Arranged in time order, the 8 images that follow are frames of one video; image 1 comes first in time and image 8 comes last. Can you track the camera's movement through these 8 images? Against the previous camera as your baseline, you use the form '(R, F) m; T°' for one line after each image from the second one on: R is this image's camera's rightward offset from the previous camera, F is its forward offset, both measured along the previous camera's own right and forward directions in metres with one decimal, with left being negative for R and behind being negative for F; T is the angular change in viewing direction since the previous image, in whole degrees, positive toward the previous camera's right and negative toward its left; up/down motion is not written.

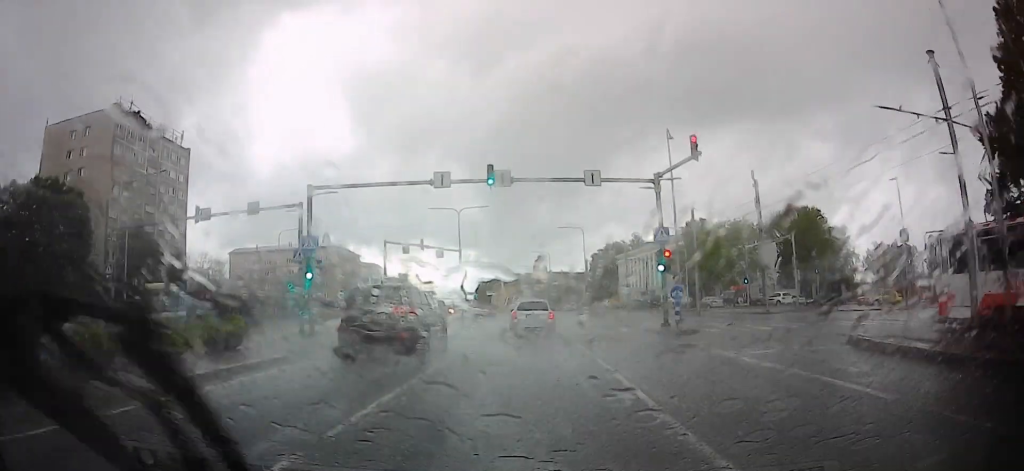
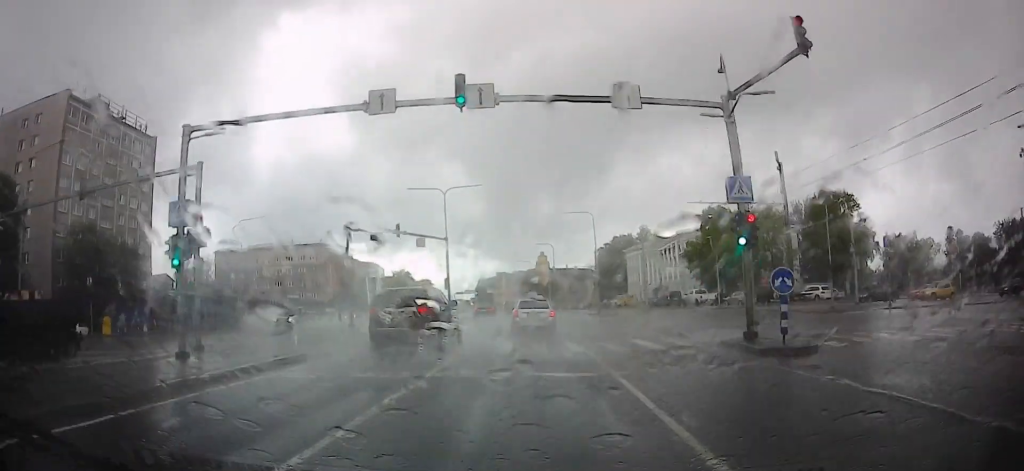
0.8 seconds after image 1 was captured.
(0.0, +9.6) m; 0°
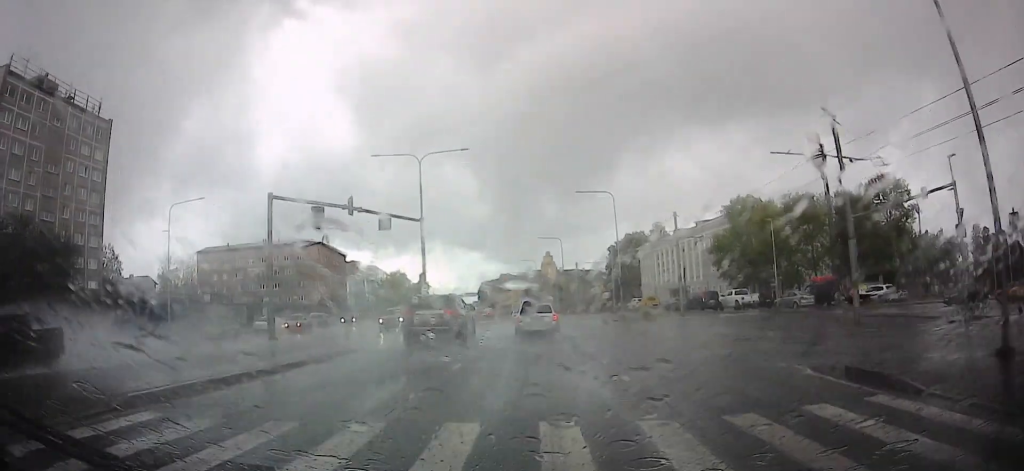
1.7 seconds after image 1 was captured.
(0.0, +11.7) m; 0°
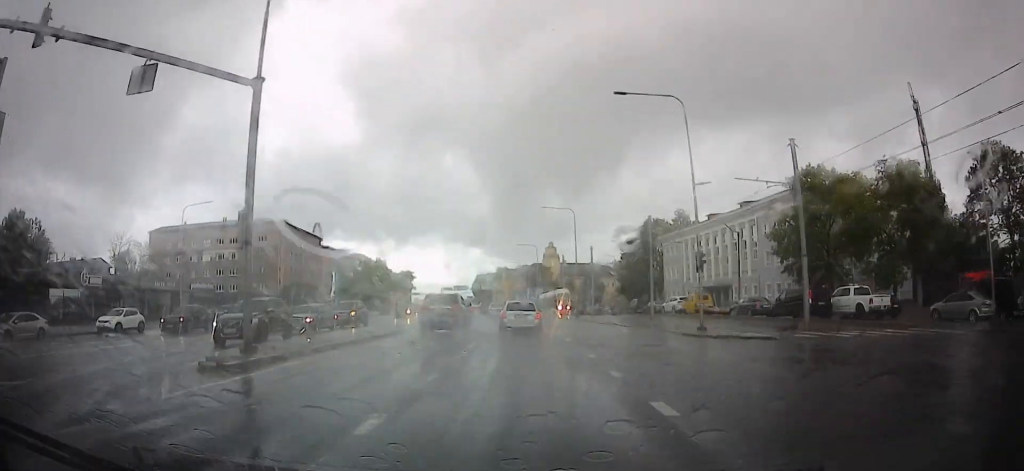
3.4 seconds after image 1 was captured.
(0.0, +21.4) m; 0°
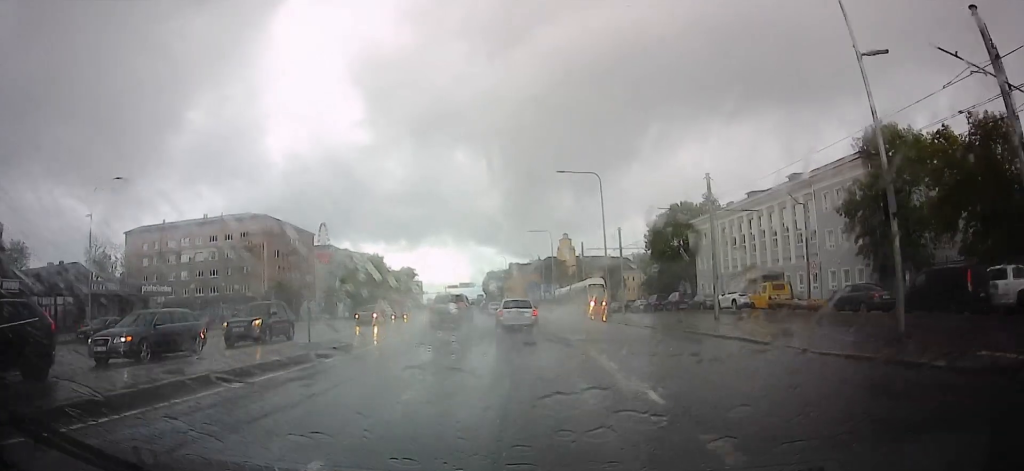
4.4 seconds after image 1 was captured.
(0.0, +13.2) m; 0°
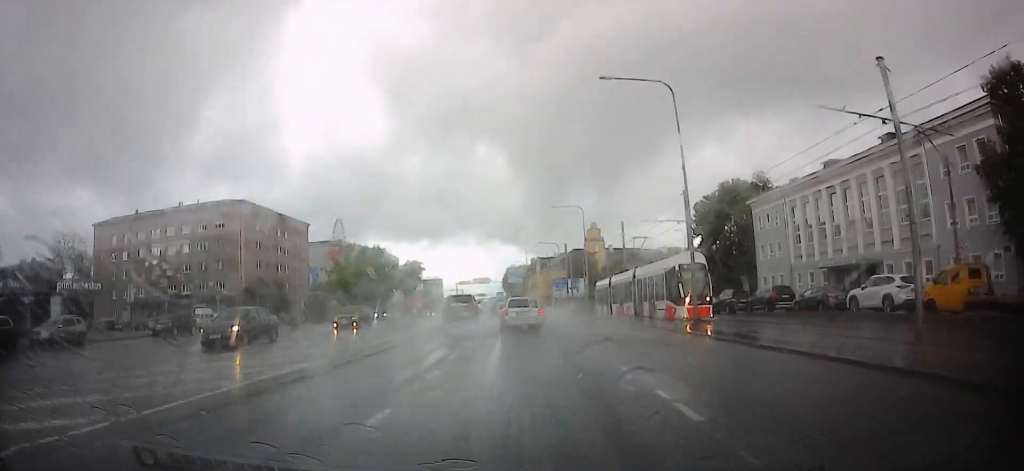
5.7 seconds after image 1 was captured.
(0.0, +16.8) m; 0°
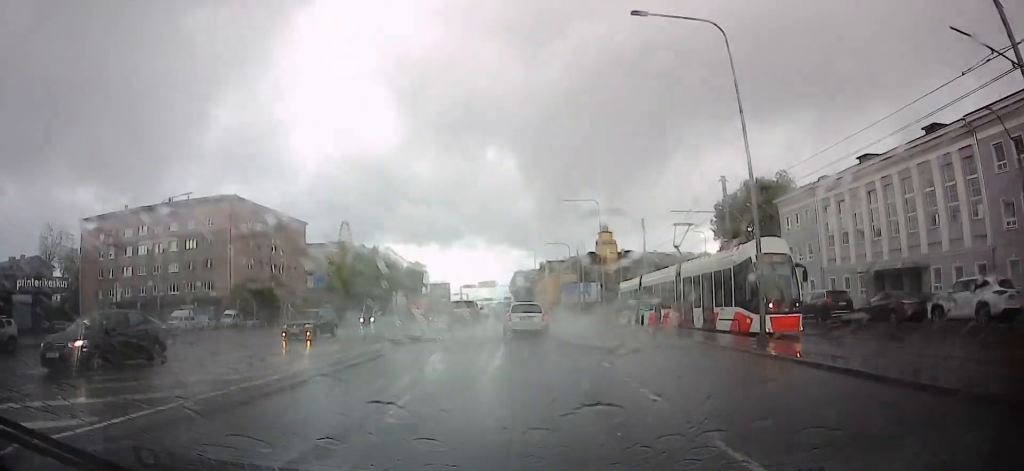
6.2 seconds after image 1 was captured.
(0.0, +6.1) m; 0°
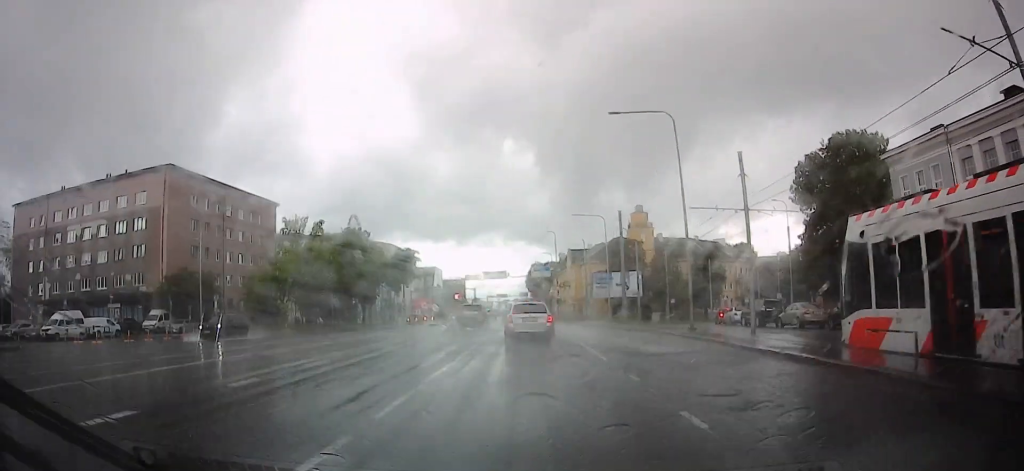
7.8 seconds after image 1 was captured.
(-0.2, +21.4) m; -3°
